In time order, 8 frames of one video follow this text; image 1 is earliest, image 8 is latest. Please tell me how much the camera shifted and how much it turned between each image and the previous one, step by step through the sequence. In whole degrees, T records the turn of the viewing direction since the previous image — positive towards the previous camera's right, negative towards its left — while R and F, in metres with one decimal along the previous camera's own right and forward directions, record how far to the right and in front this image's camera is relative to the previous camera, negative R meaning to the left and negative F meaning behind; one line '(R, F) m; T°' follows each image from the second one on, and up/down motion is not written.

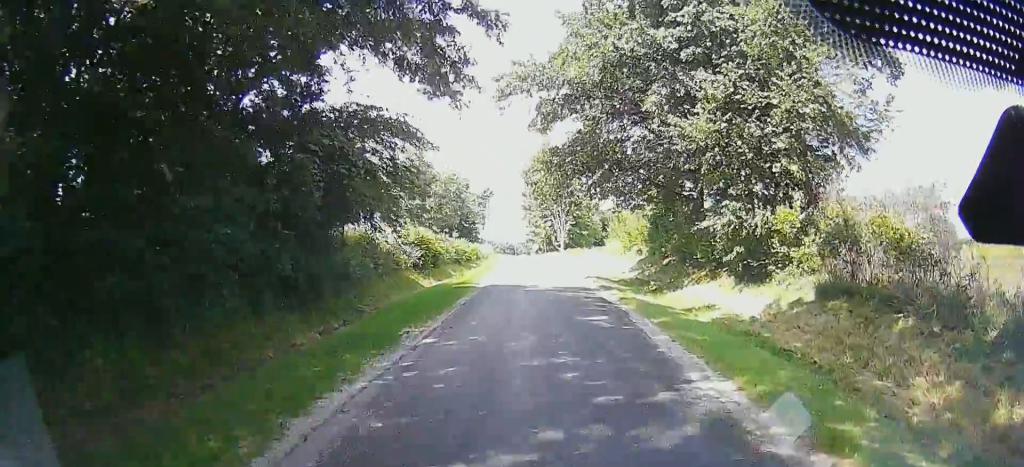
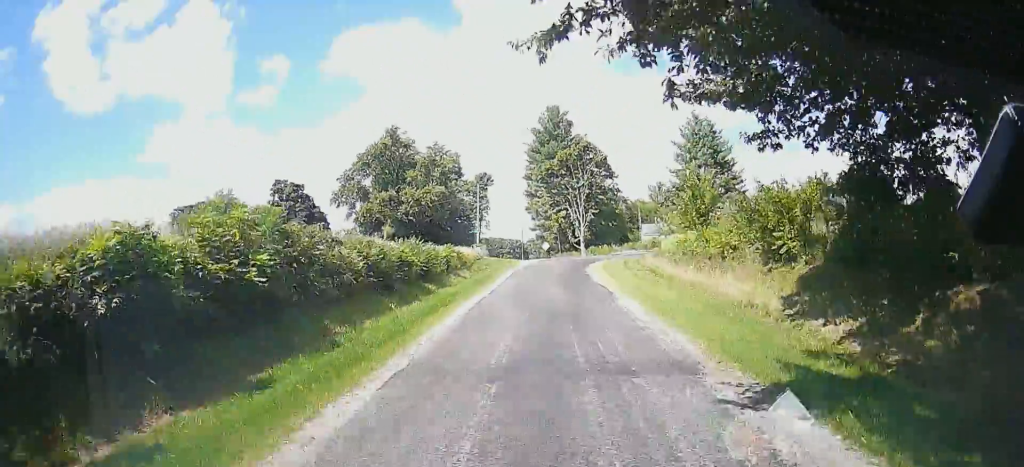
(-0.4, +22.4) m; +2°
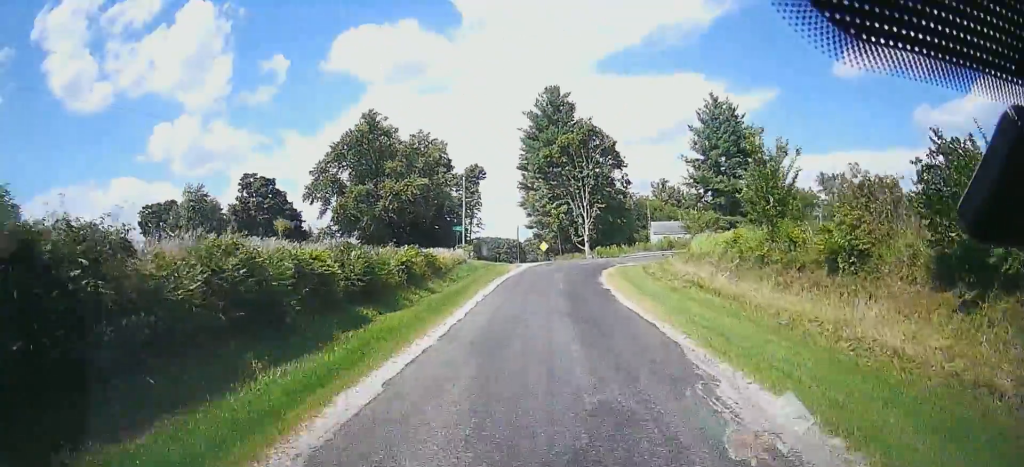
(+0.2, +10.2) m; +1°
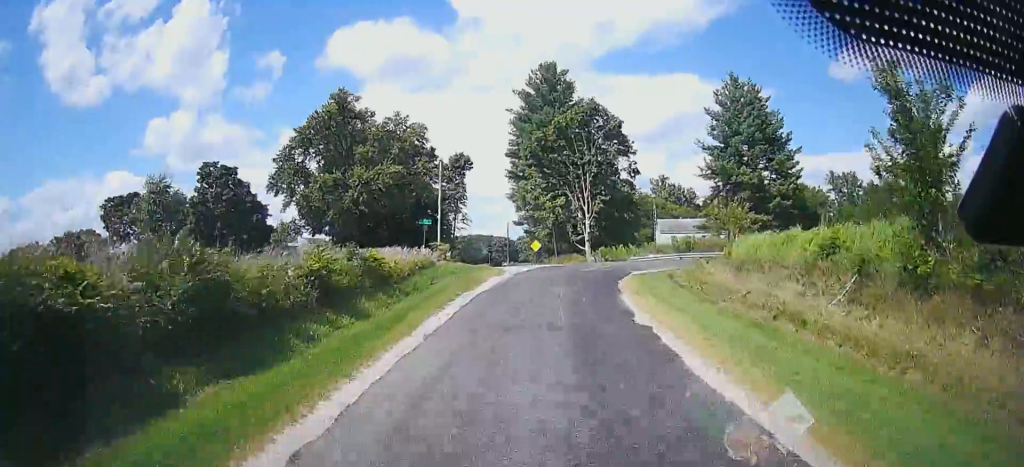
(0.0, +11.4) m; 0°
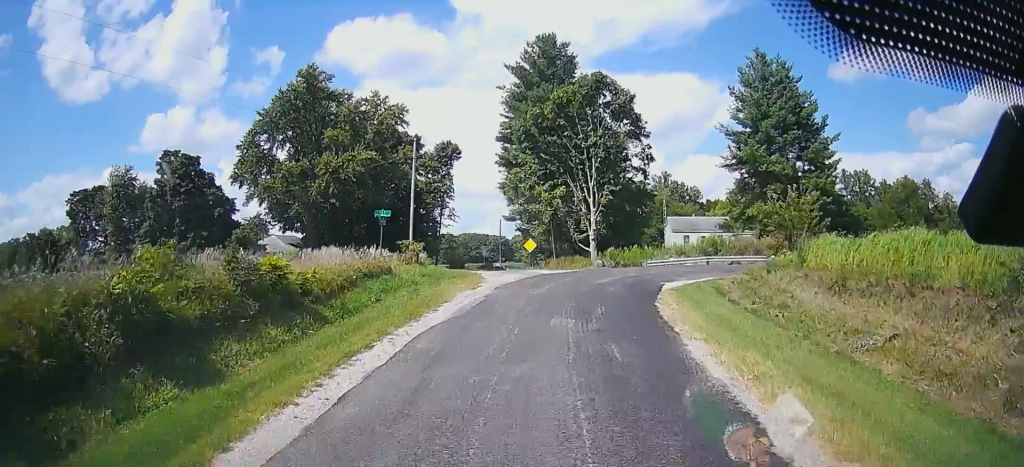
(0.0, +10.5) m; 0°
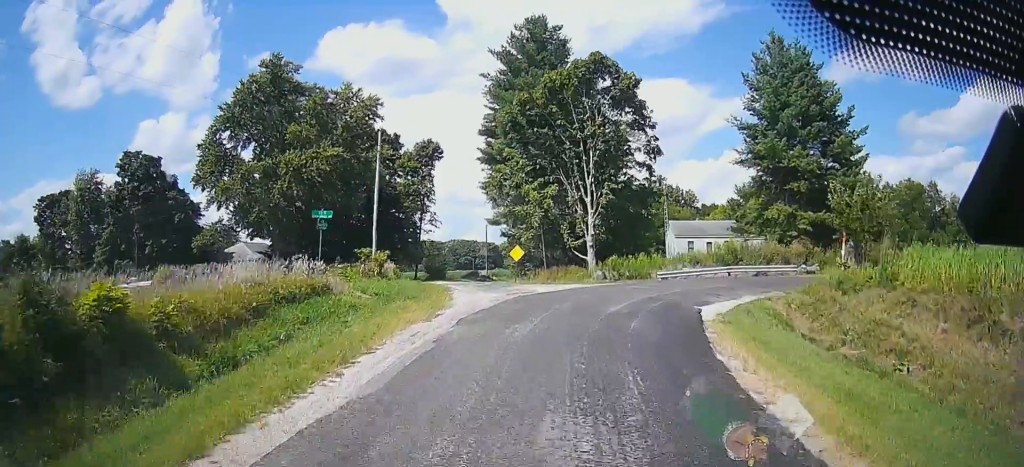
(0.0, +8.3) m; 0°
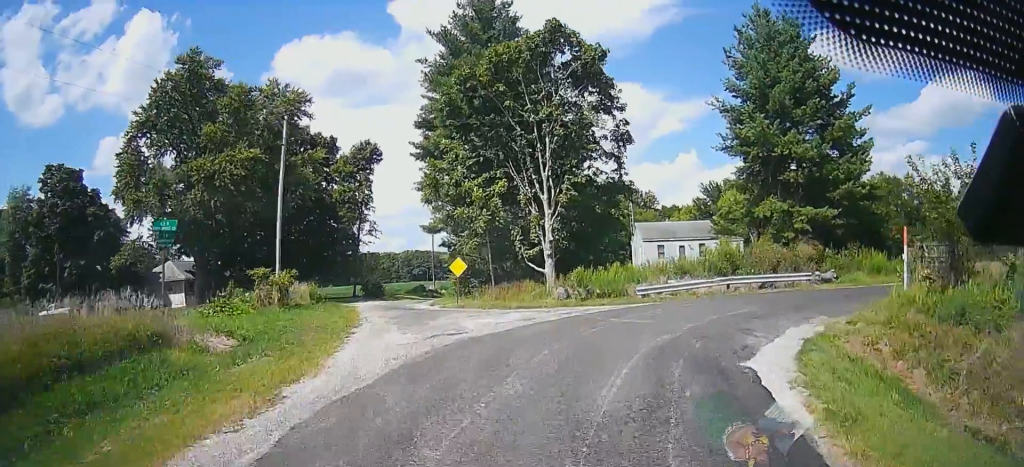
(0.0, +9.7) m; 0°
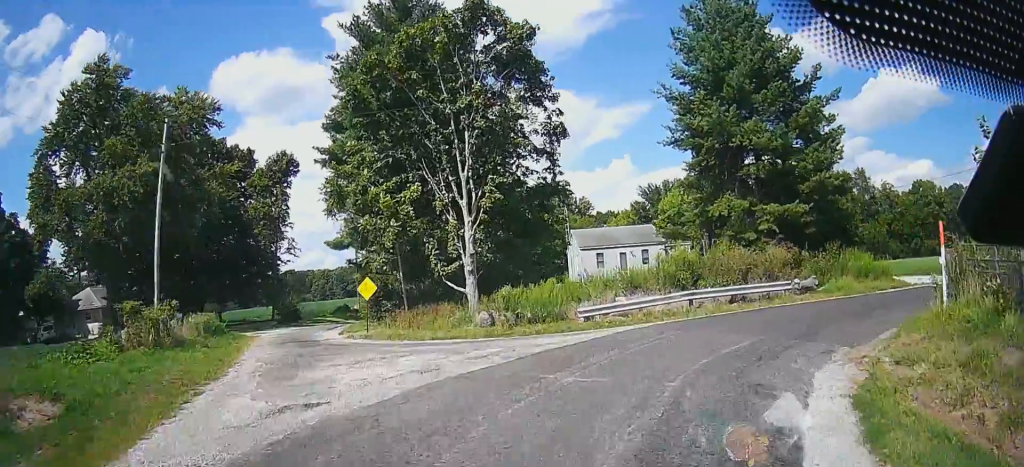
(0.0, +6.6) m; +5°
